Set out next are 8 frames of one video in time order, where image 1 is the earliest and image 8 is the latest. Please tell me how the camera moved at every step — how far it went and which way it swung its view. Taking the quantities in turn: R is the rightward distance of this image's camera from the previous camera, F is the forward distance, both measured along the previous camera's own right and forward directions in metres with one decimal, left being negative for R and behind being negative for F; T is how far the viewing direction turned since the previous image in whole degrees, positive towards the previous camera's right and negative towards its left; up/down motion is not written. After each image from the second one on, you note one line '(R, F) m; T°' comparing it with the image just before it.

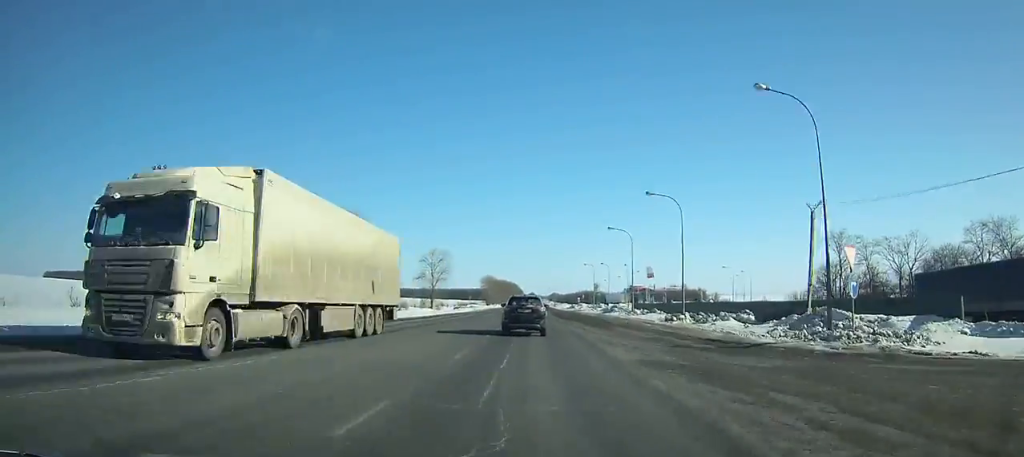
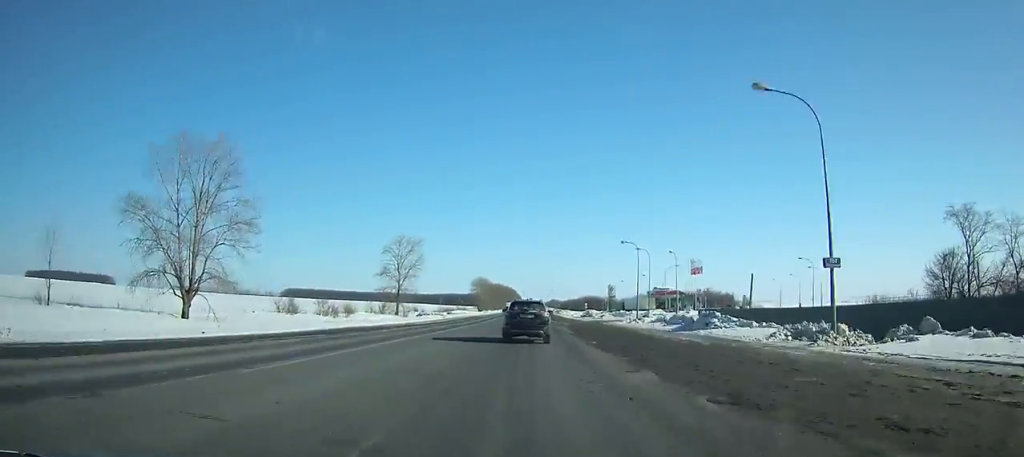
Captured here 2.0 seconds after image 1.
(-0.1, +40.2) m; 0°
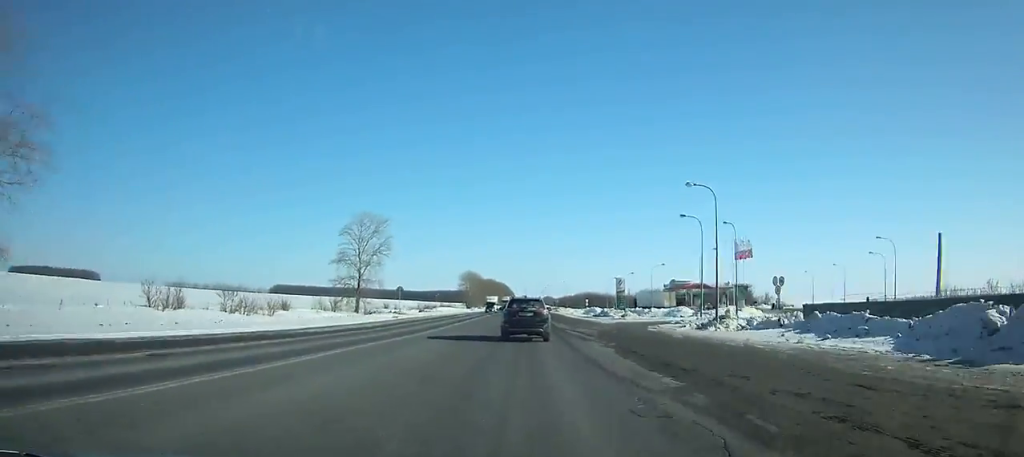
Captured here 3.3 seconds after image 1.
(-0.1, +26.2) m; 0°
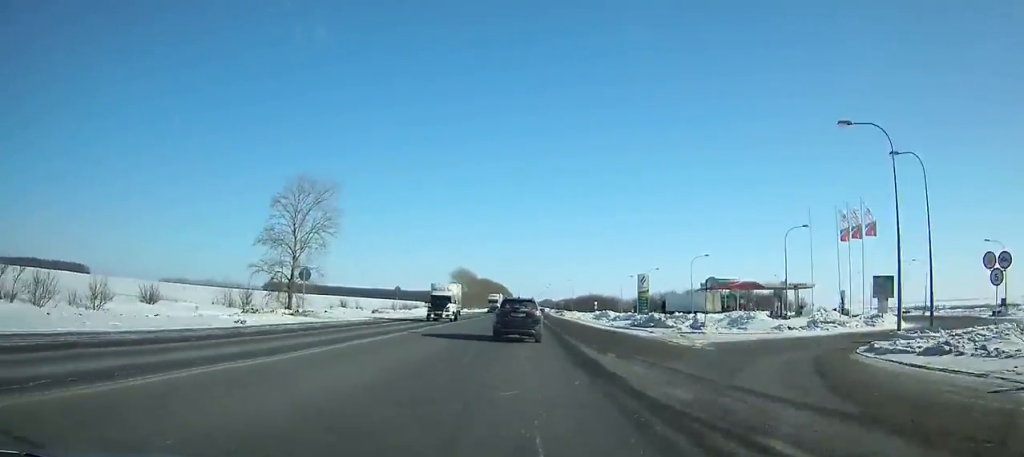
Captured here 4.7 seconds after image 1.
(0.0, +28.3) m; 0°
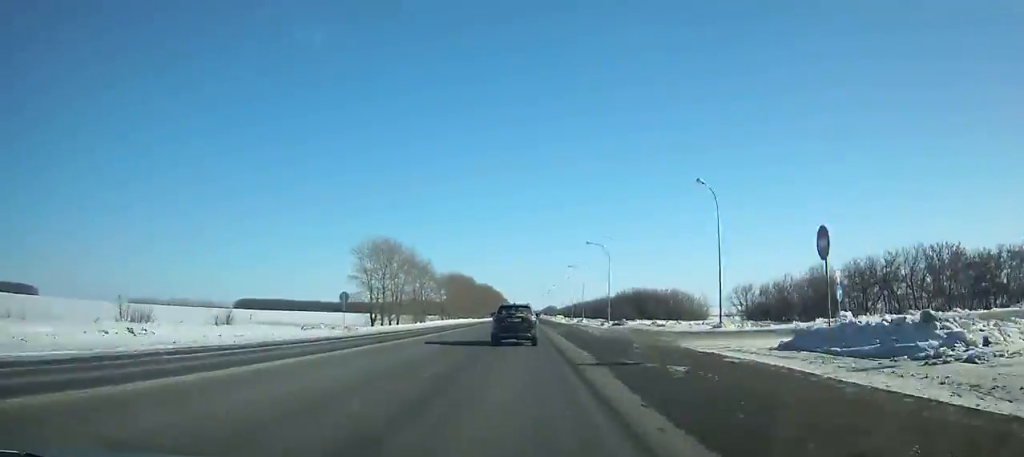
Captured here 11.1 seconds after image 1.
(+0.9, +132.1) m; 0°
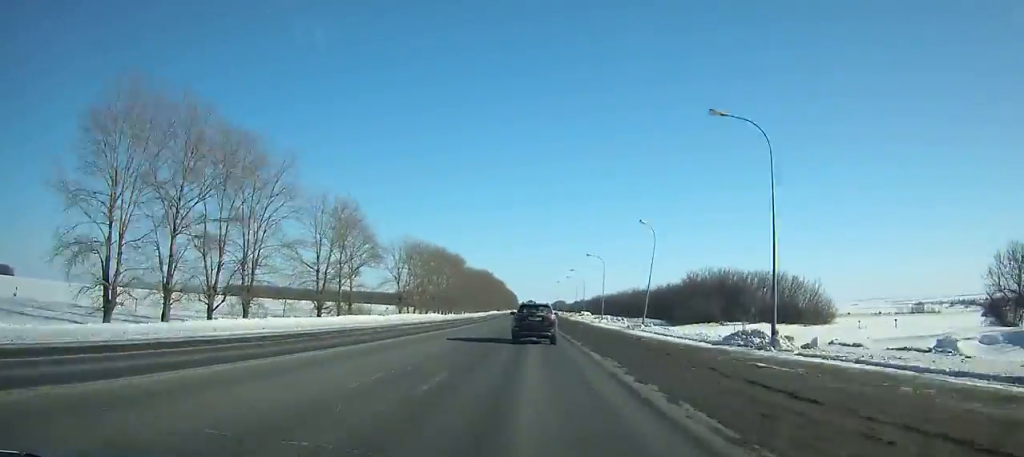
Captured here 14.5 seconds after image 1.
(-0.1, +73.2) m; 0°
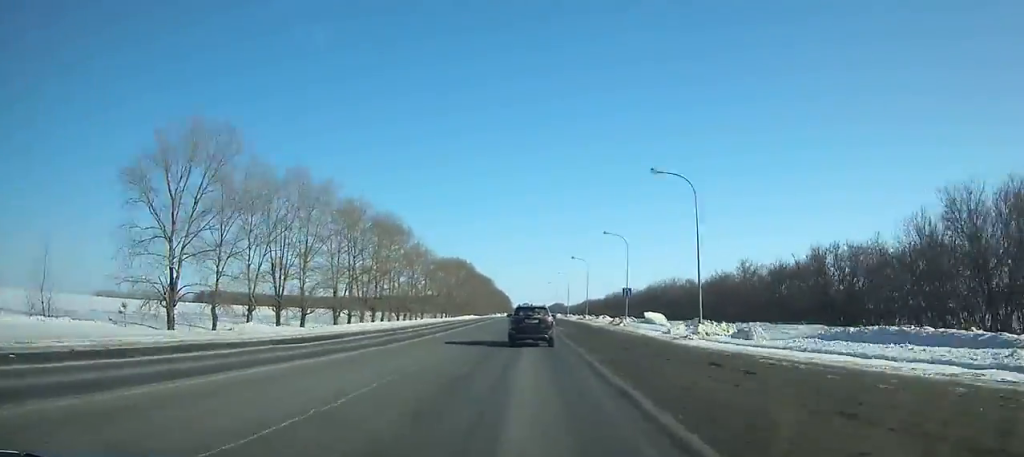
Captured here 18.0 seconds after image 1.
(-0.1, +78.3) m; 0°
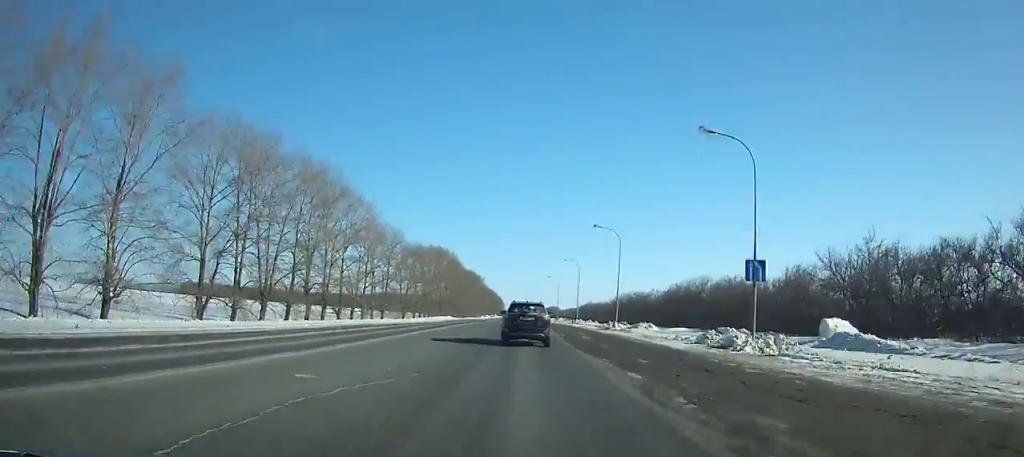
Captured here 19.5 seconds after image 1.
(0.0, +34.4) m; 0°
